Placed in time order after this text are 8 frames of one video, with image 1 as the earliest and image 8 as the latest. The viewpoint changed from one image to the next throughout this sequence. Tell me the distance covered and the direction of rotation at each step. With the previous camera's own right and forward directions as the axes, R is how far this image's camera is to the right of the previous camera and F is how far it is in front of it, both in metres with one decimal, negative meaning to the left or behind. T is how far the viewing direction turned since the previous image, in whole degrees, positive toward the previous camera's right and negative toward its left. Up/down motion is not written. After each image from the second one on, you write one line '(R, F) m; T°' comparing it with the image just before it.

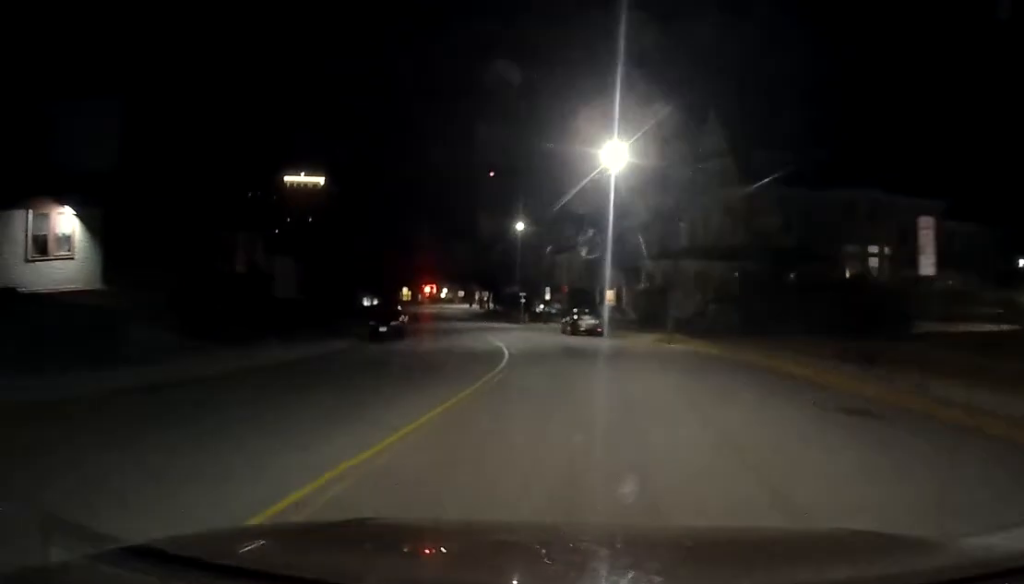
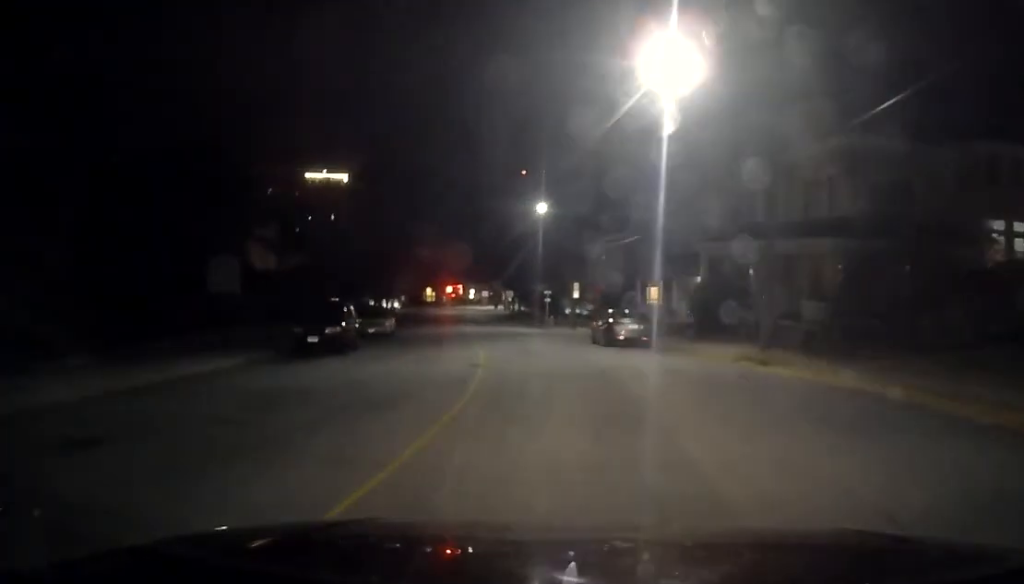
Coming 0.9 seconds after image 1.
(-0.6, +11.4) m; -3°
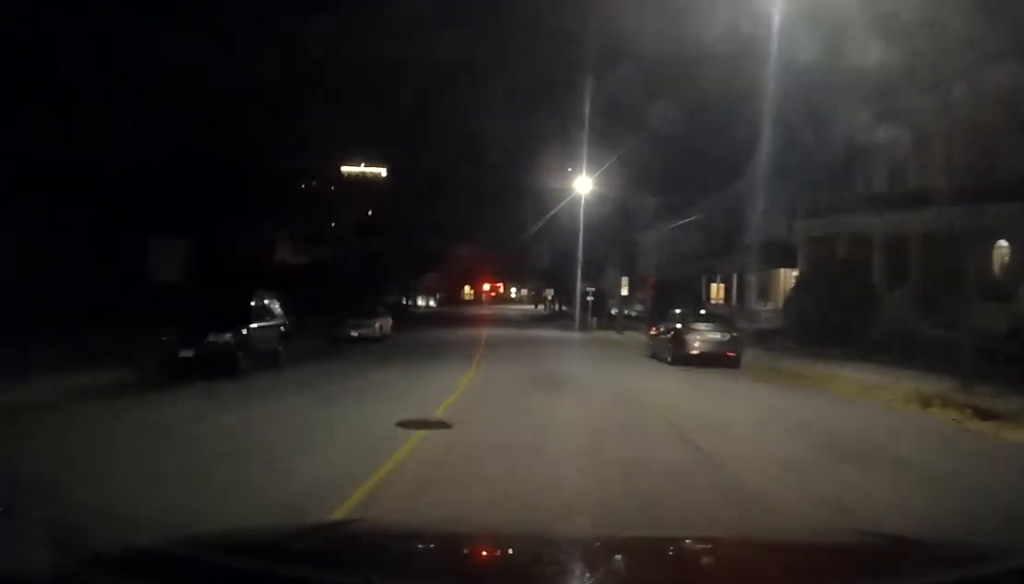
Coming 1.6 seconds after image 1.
(-0.1, +9.1) m; -1°
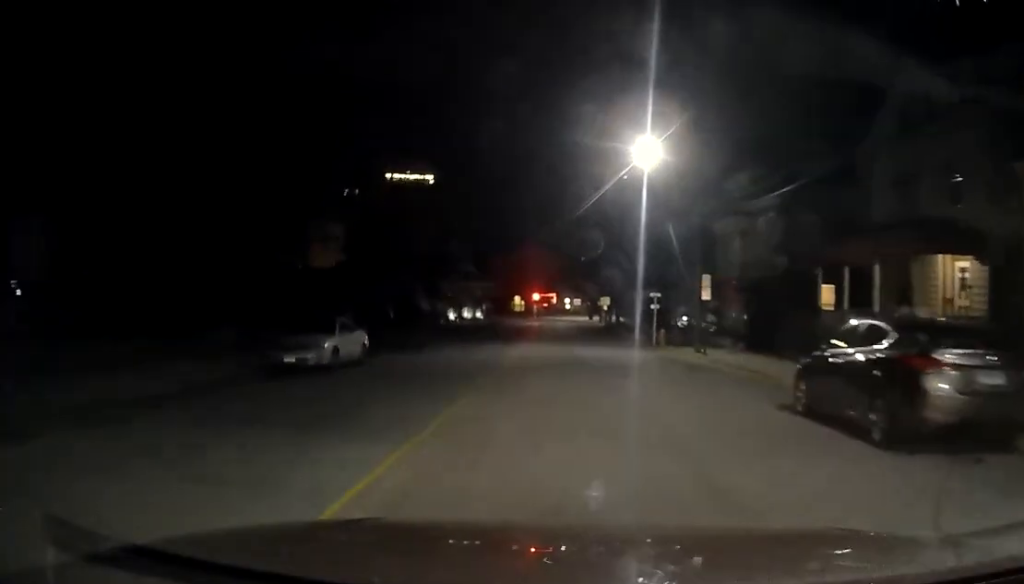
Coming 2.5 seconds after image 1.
(-0.1, +10.8) m; -3°
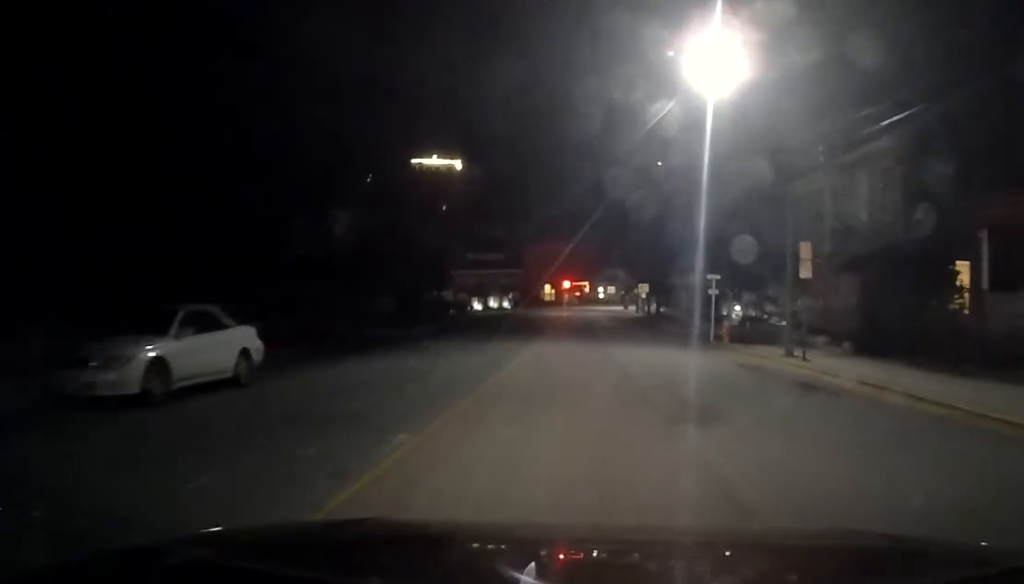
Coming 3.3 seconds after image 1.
(-0.3, +9.4) m; -4°
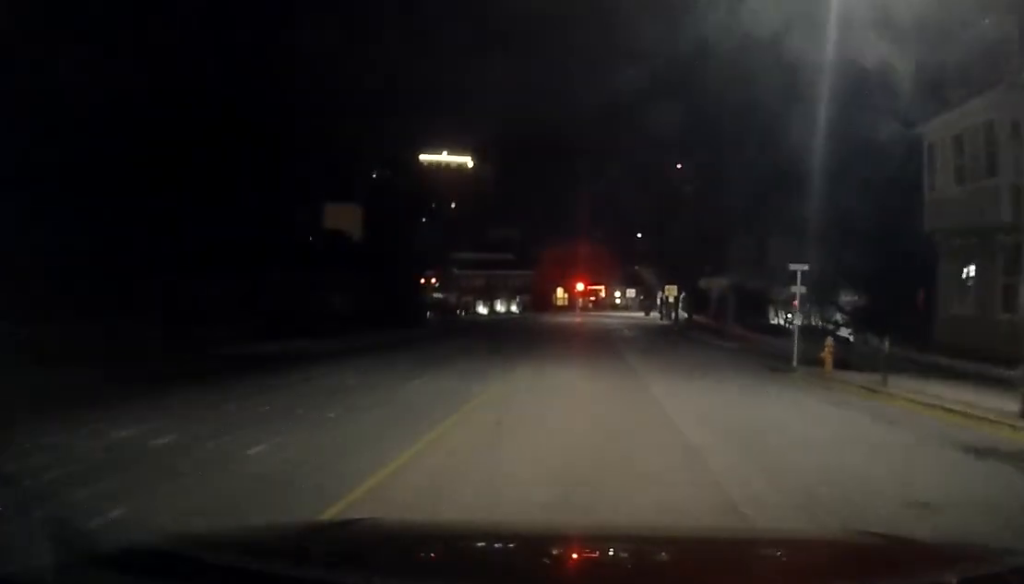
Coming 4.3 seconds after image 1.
(-0.5, +11.3) m; -2°
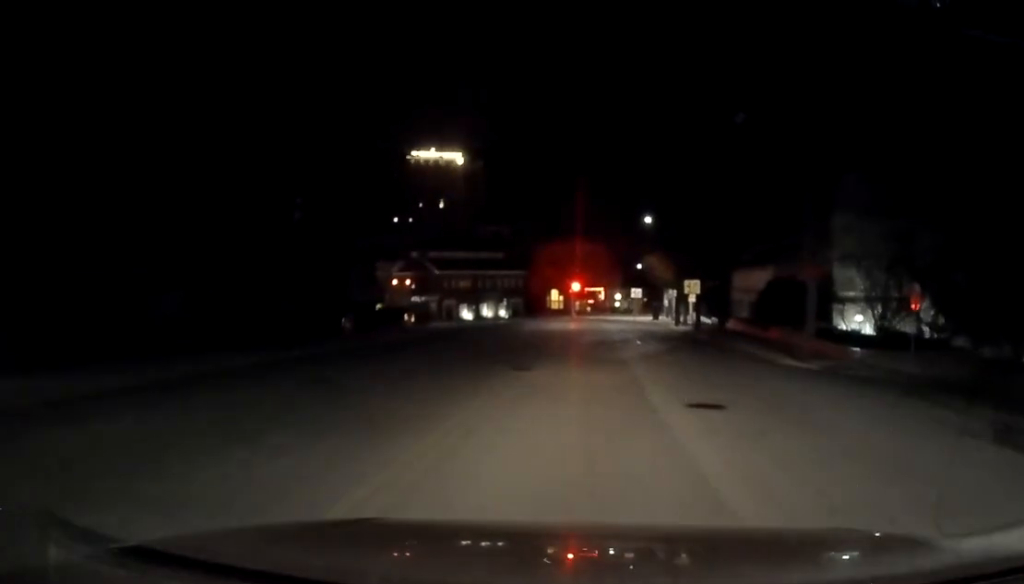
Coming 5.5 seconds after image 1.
(+0.2, +13.6) m; -1°
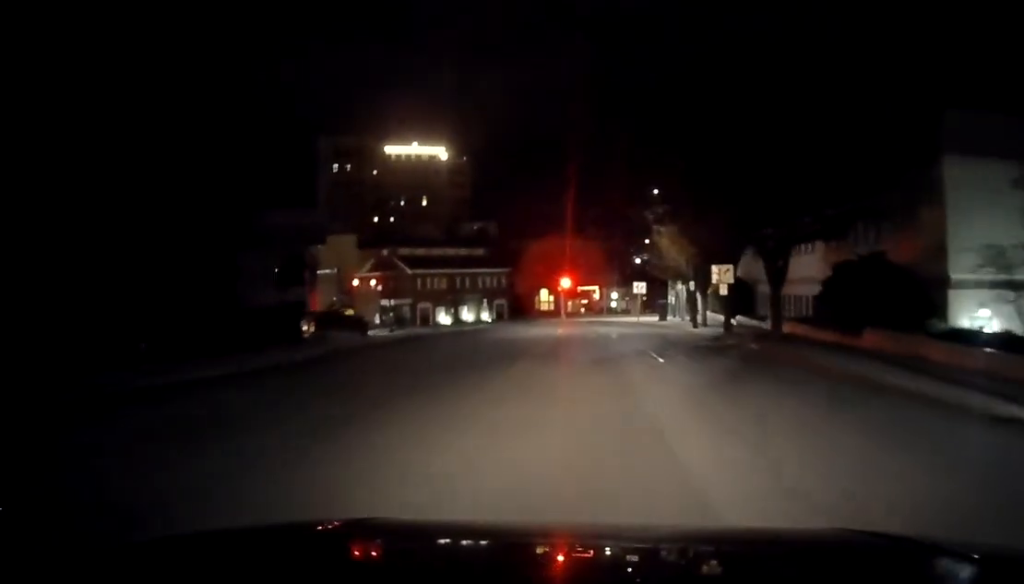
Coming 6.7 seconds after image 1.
(-0.4, +13.9) m; -2°
